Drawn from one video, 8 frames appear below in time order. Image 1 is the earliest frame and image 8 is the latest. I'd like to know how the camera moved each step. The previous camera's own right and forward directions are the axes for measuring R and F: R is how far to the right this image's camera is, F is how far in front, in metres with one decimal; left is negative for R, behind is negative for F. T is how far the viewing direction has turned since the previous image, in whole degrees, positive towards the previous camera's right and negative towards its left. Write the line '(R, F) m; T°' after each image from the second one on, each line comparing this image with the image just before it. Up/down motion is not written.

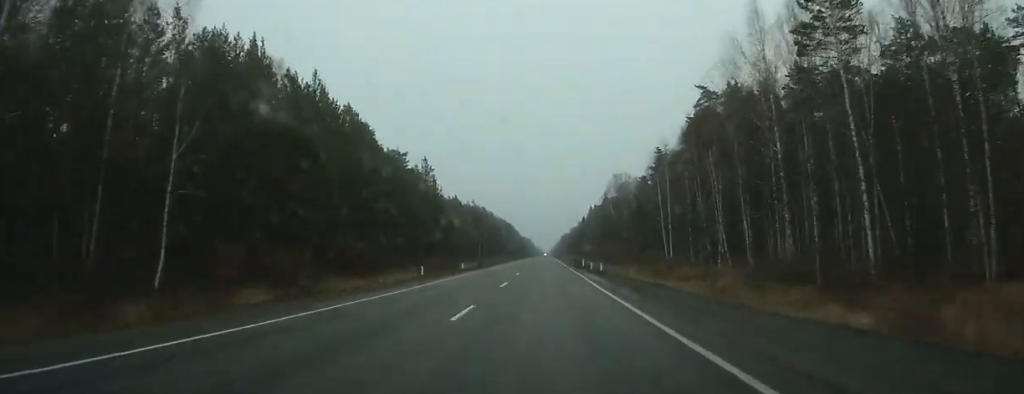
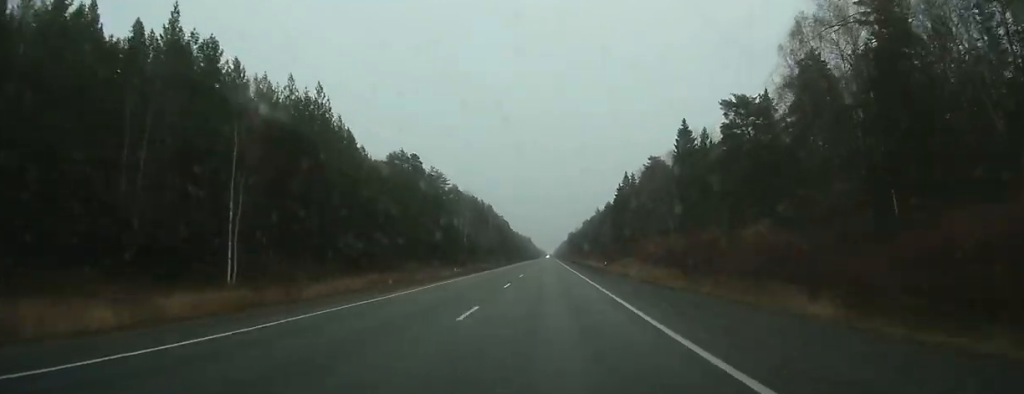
(-0.9, +168.8) m; -1°
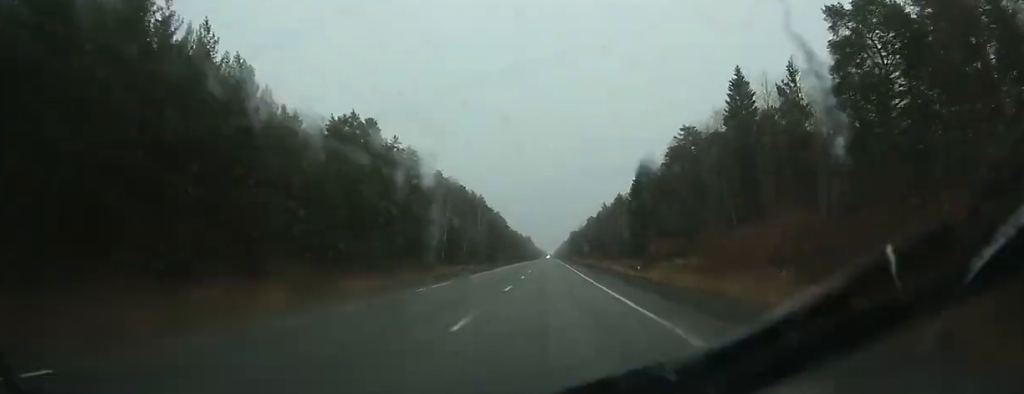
(0.0, +38.1) m; 0°
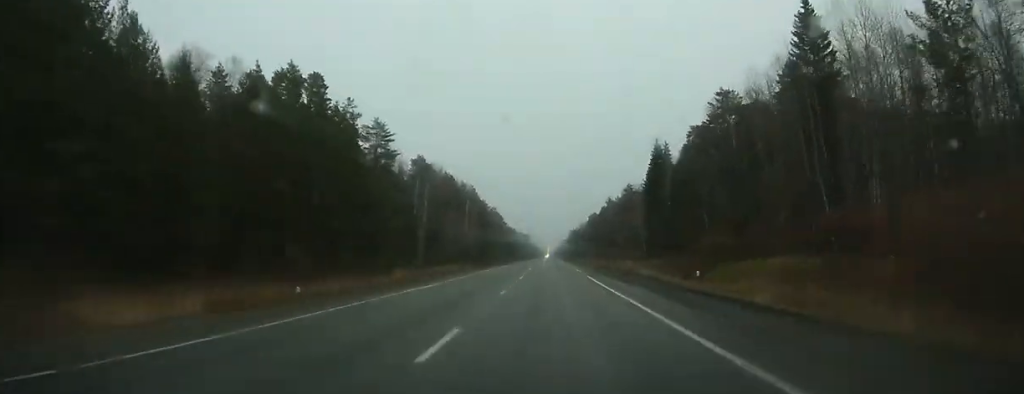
(0.0, +26.9) m; 0°
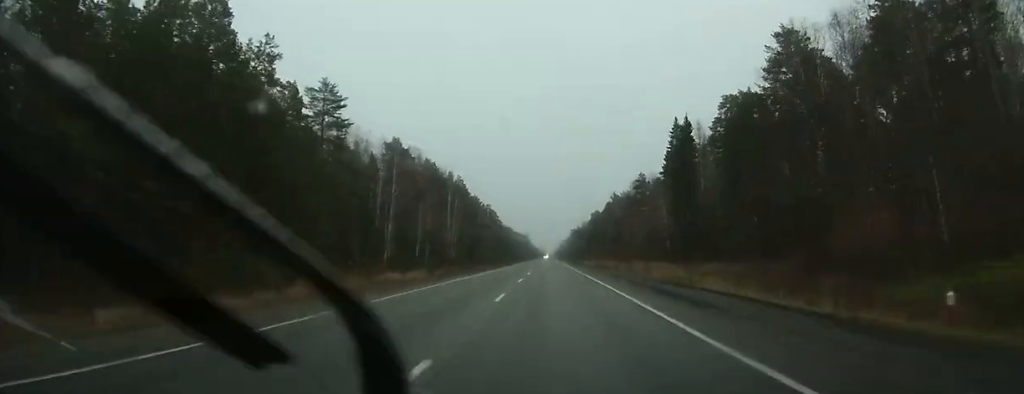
(0.0, +26.1) m; 0°
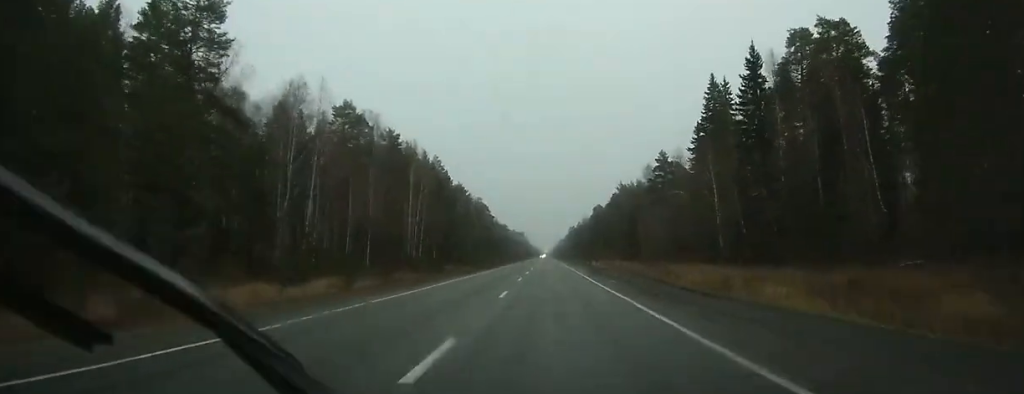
(0.0, +33.0) m; 0°
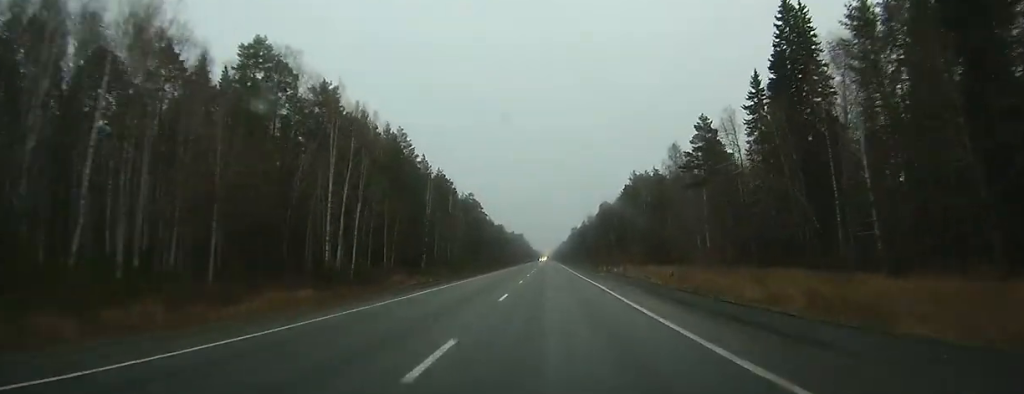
(0.0, +34.6) m; 0°
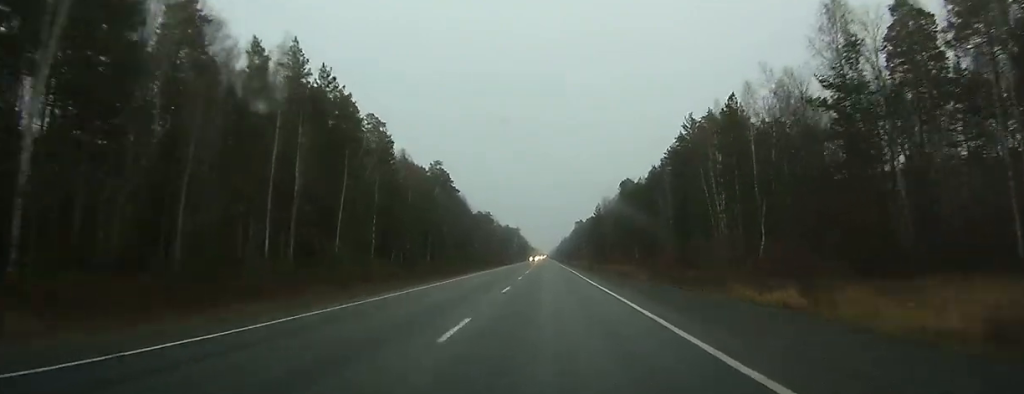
(+0.2, +83.1) m; 0°
